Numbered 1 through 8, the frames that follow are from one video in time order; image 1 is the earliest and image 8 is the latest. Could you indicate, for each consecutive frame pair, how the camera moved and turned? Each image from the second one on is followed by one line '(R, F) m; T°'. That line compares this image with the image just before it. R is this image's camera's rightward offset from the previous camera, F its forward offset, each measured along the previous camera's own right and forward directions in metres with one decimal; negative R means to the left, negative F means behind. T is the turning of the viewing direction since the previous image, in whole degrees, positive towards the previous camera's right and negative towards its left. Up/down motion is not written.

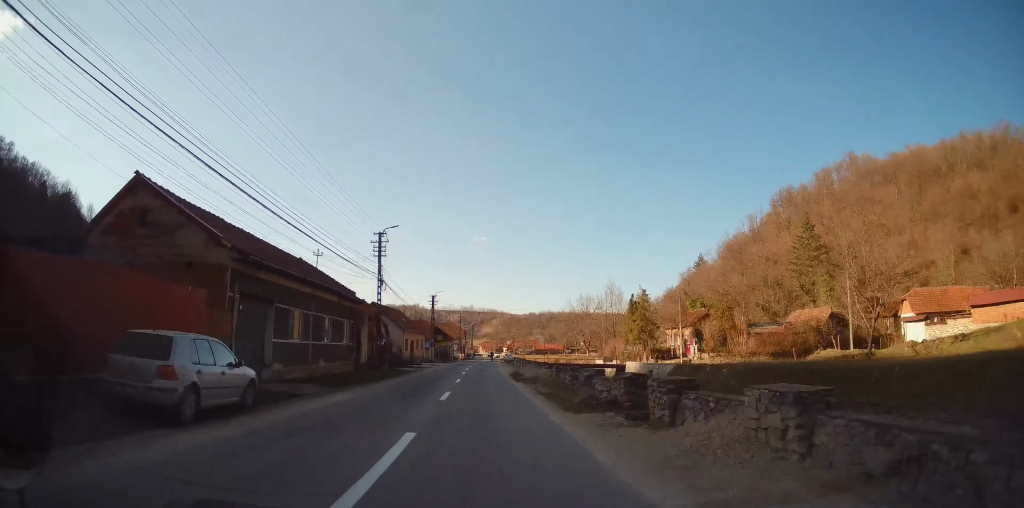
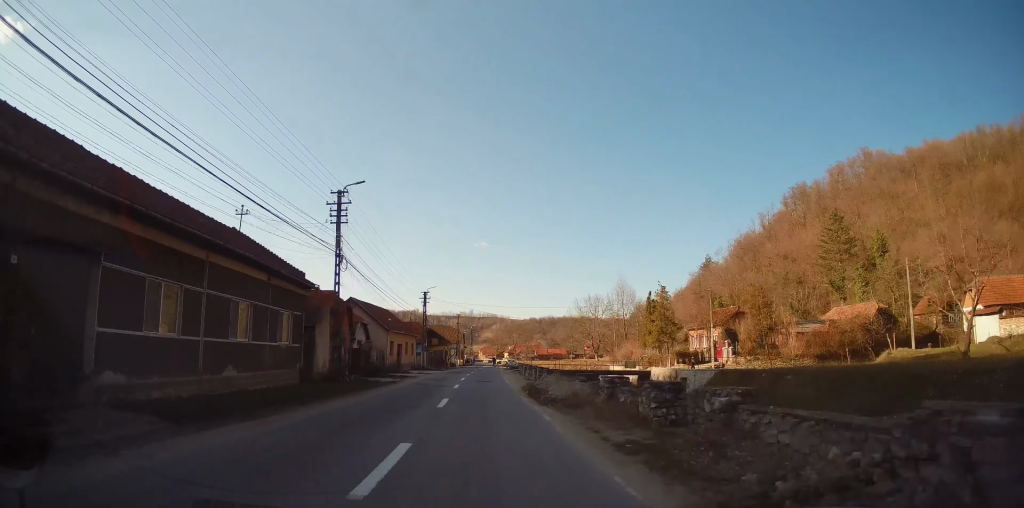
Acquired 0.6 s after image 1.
(+0.2, +9.5) m; 0°
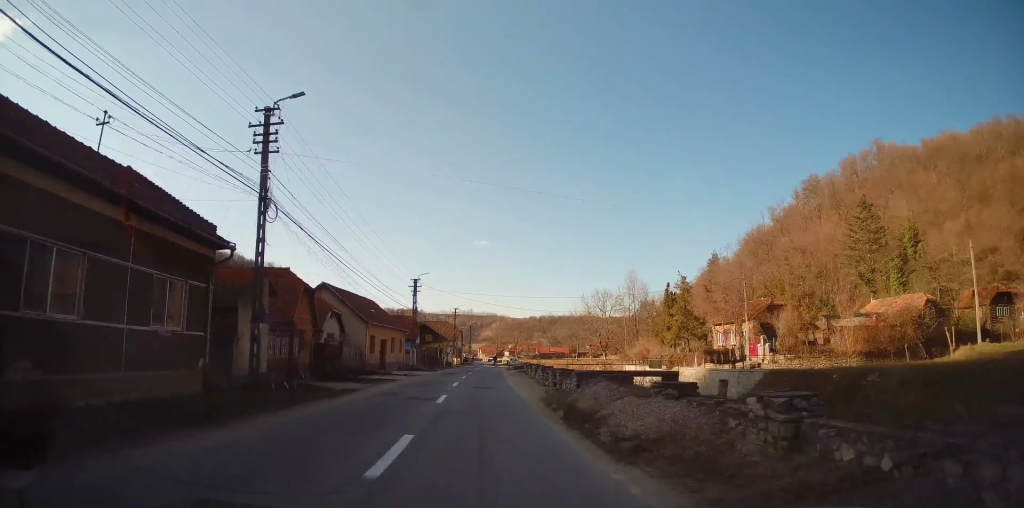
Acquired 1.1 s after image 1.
(+0.1, +8.3) m; 0°
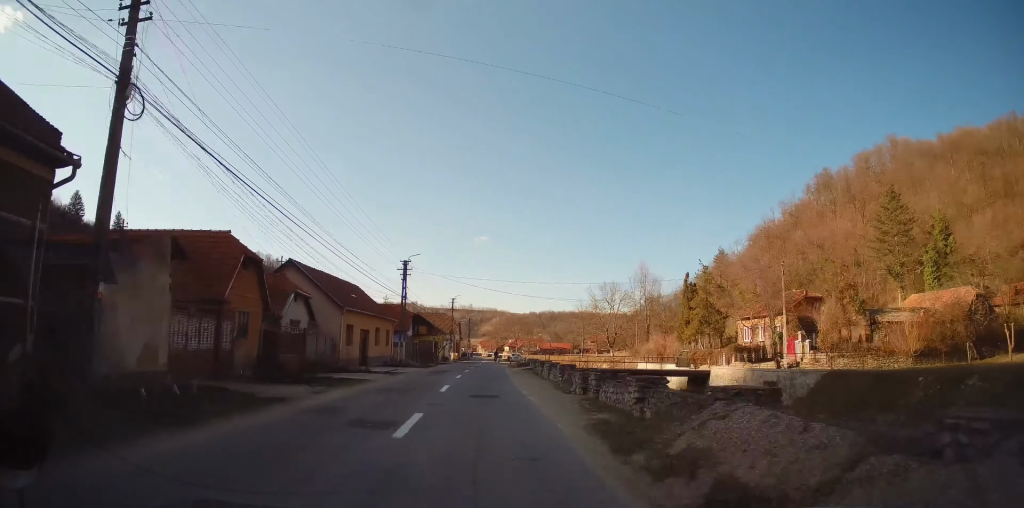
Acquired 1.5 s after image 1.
(-0.2, +7.0) m; 0°
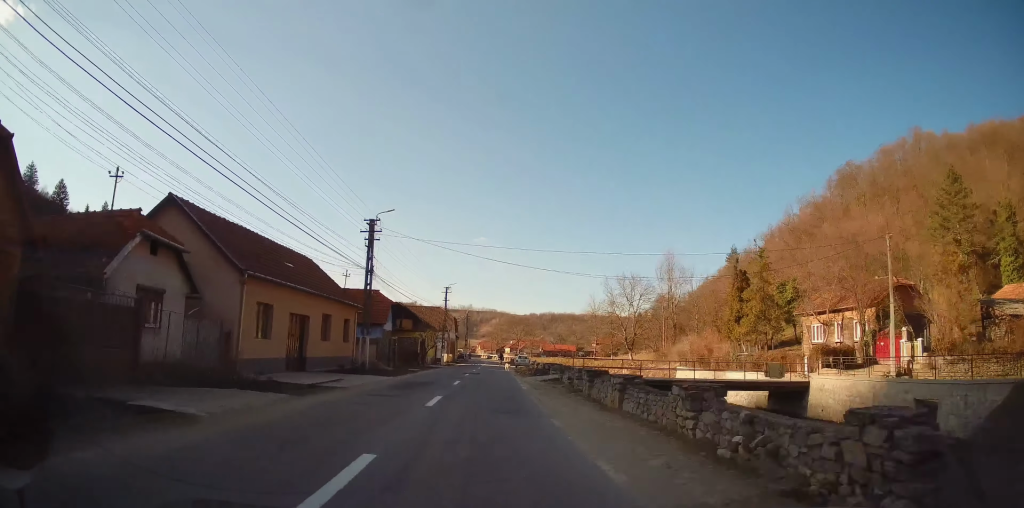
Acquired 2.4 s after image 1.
(0.0, +14.3) m; 0°
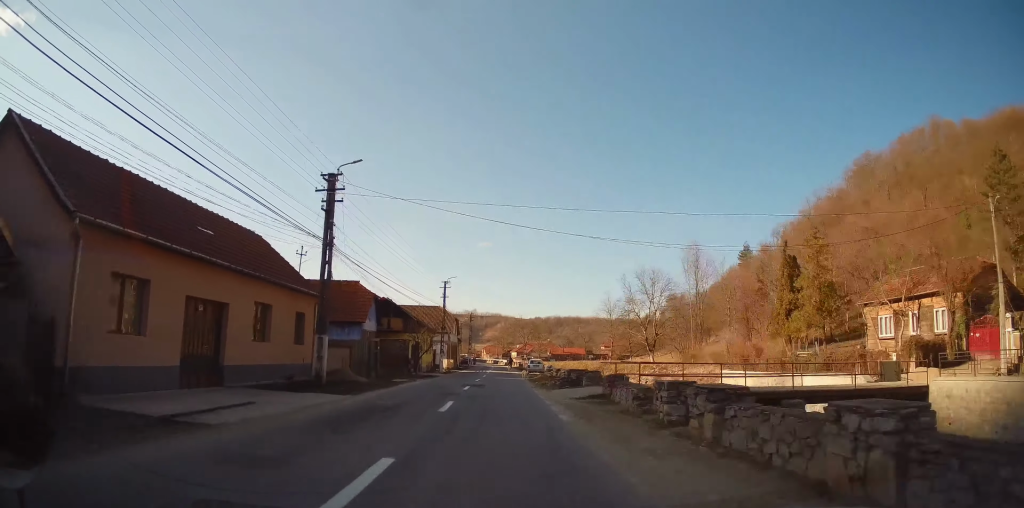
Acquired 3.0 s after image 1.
(+0.1, +9.3) m; 0°
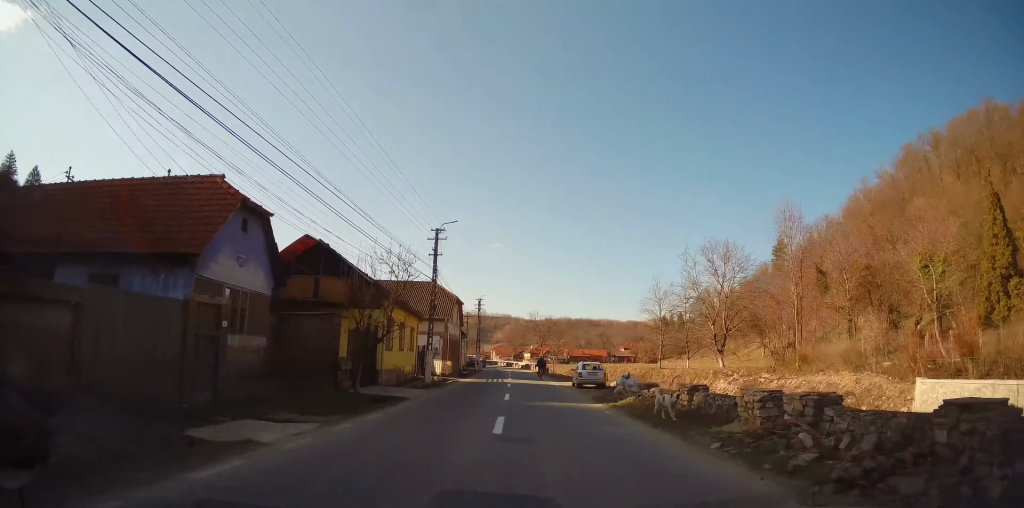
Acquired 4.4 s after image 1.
(-0.4, +21.6) m; -1°
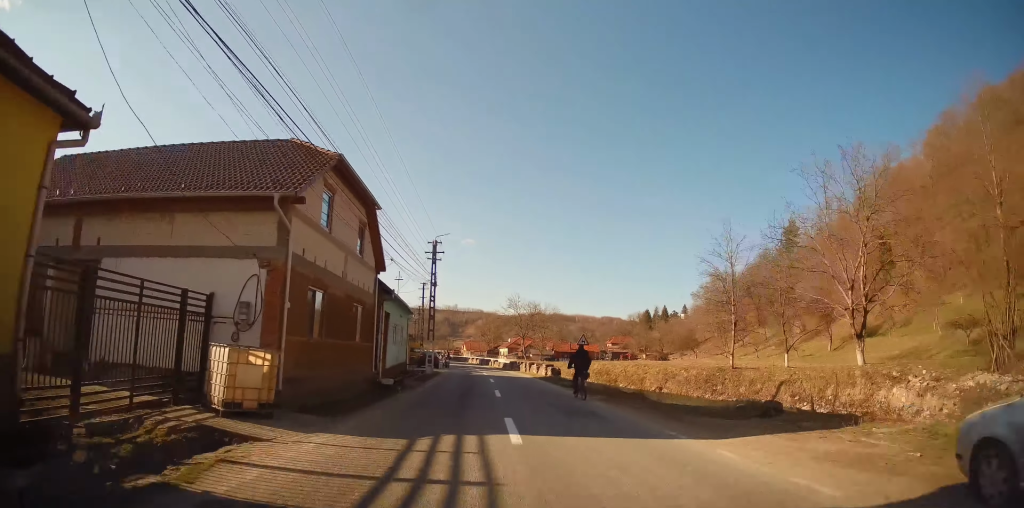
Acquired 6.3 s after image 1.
(+0.3, +28.6) m; +1°
